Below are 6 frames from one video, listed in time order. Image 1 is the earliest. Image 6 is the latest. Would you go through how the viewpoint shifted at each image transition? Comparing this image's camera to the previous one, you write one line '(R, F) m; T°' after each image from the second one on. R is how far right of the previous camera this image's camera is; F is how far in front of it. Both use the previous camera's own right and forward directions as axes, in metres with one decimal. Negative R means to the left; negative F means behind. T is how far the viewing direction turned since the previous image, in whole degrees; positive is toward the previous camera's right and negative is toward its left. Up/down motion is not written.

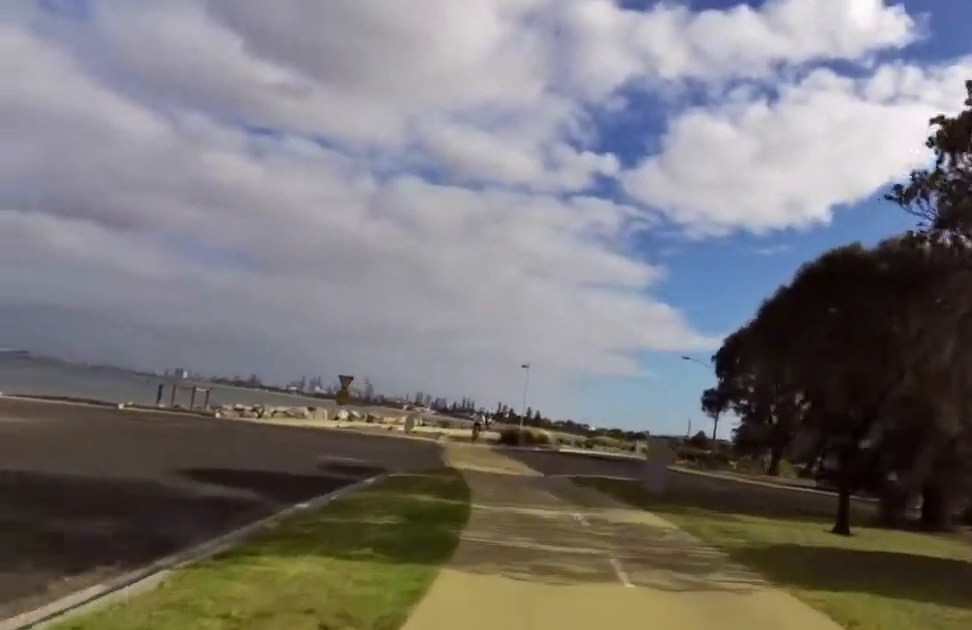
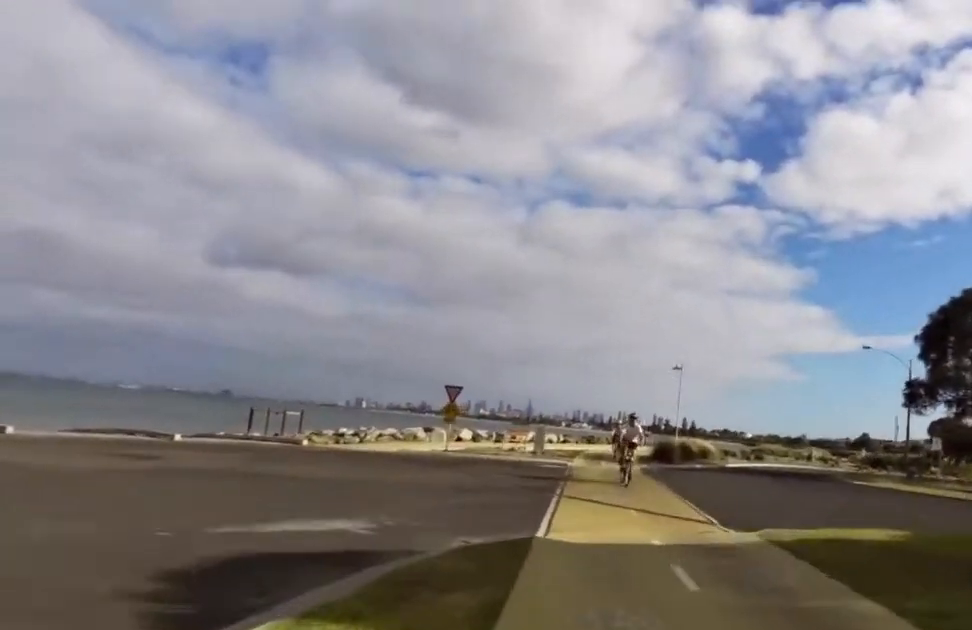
(0.0, +8.9) m; 0°
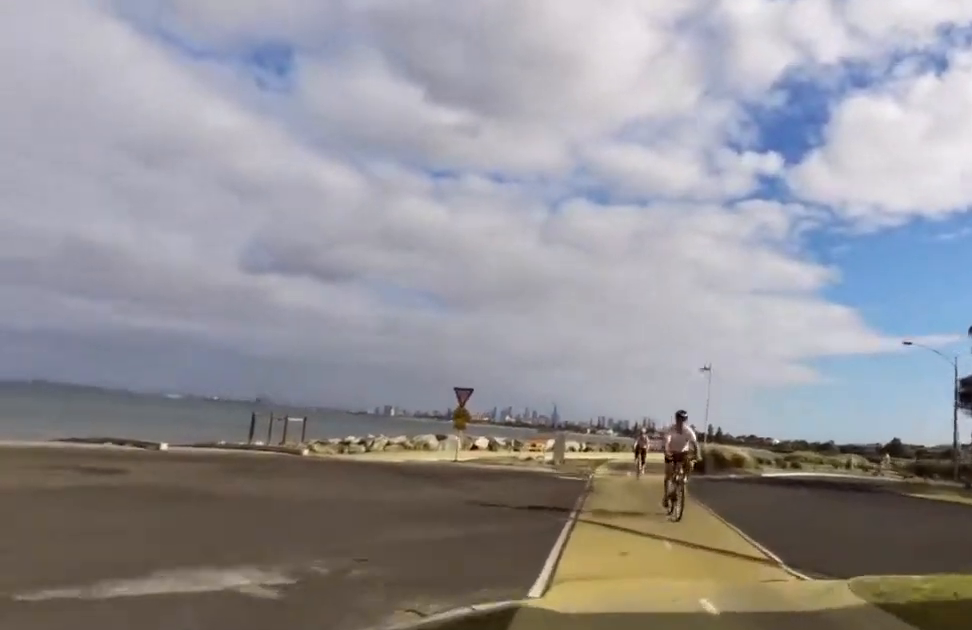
(0.0, +2.6) m; -4°
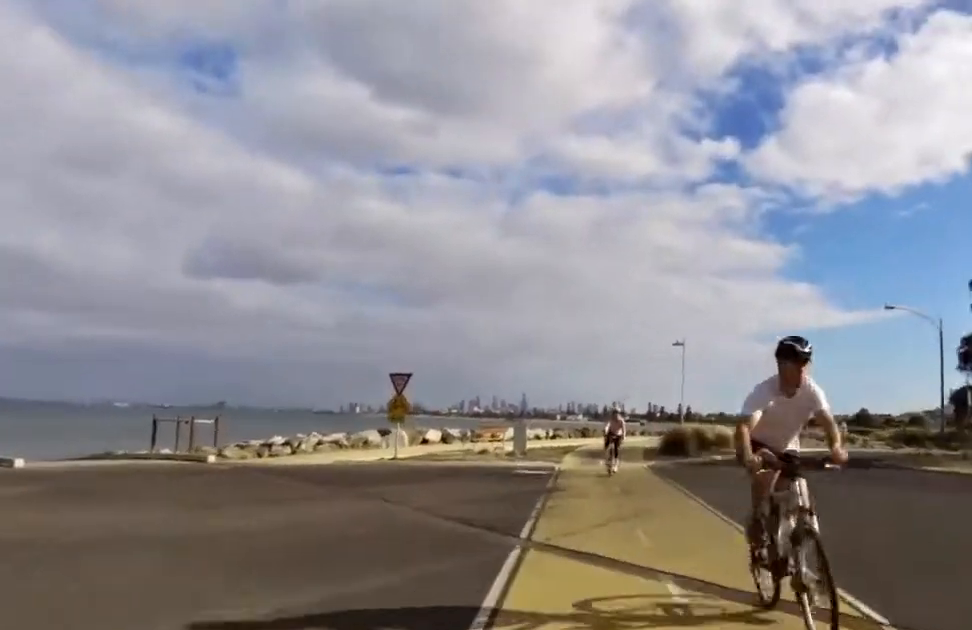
(+0.2, +3.7) m; -6°
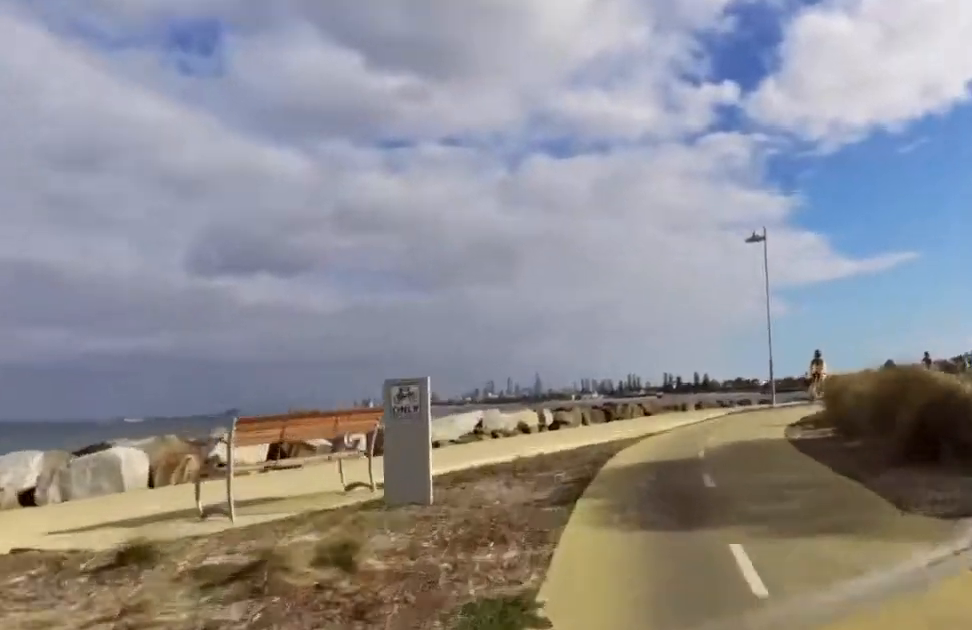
(+0.4, +17.6) m; +2°
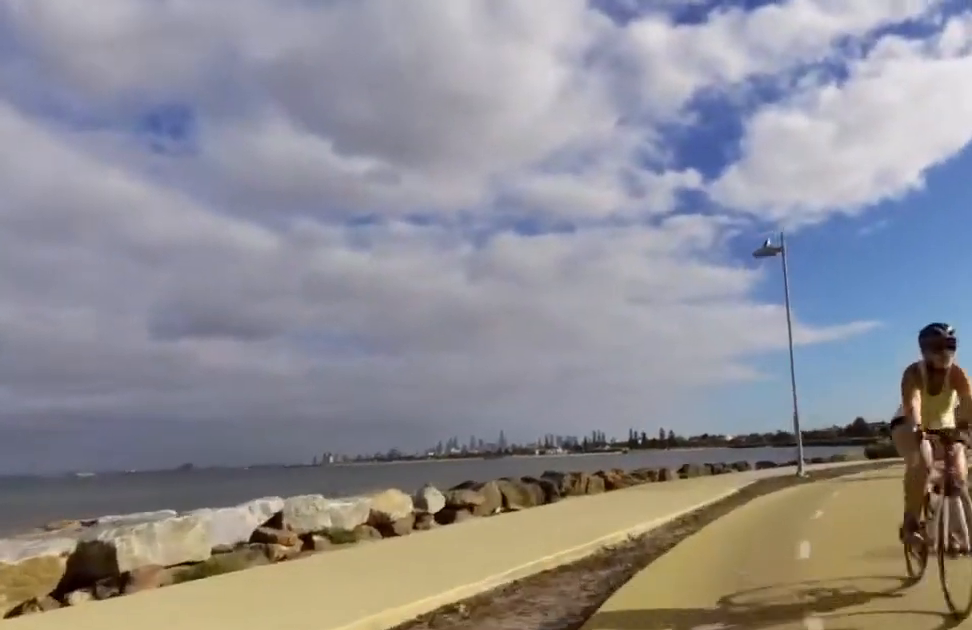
(-0.8, +9.2) m; +10°
